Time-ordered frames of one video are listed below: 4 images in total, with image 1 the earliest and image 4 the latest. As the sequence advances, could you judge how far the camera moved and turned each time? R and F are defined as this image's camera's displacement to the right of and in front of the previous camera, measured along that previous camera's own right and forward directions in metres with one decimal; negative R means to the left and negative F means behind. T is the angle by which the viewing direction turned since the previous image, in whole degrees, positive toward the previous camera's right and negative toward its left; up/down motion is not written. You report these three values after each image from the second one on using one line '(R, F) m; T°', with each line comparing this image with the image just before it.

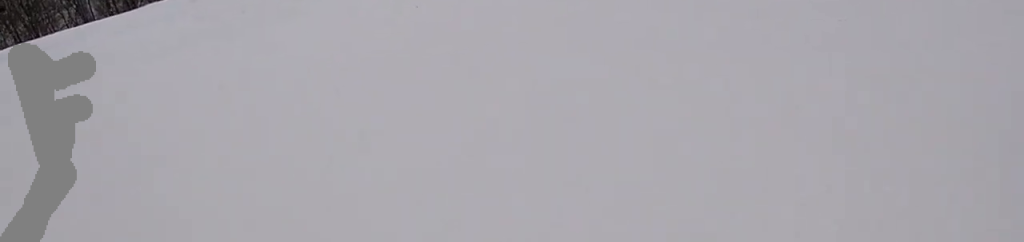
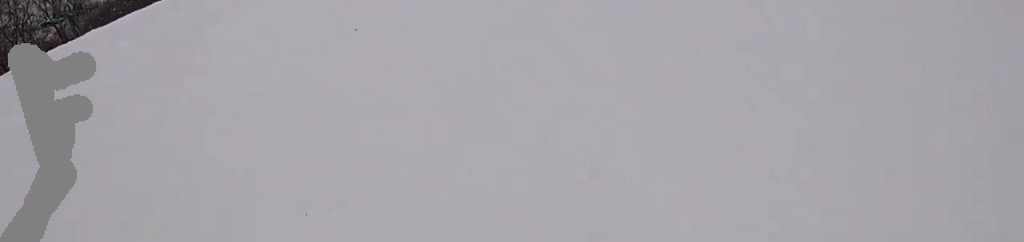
(+0.4, +3.0) m; +7°
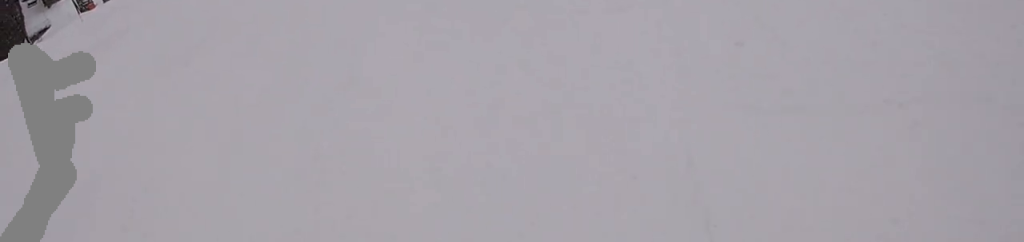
(+0.5, +6.6) m; -7°
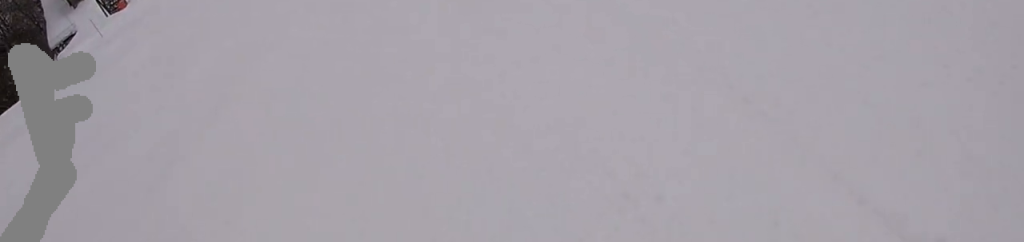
(-2.2, +25.9) m; +9°
